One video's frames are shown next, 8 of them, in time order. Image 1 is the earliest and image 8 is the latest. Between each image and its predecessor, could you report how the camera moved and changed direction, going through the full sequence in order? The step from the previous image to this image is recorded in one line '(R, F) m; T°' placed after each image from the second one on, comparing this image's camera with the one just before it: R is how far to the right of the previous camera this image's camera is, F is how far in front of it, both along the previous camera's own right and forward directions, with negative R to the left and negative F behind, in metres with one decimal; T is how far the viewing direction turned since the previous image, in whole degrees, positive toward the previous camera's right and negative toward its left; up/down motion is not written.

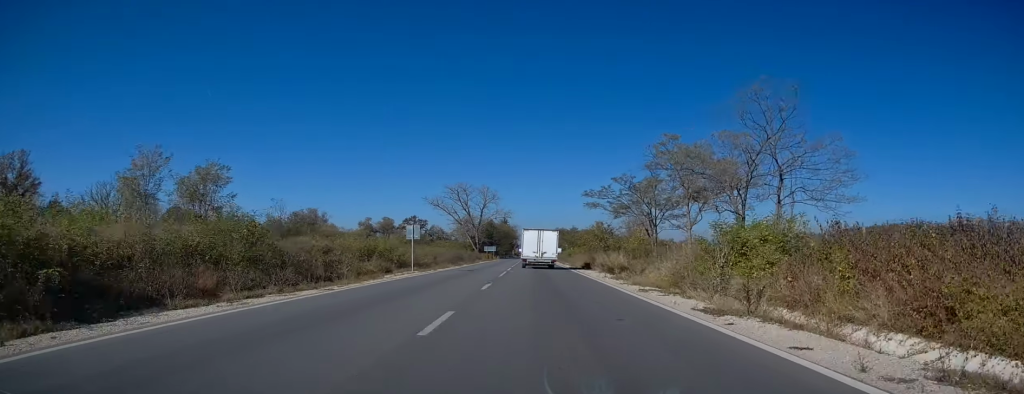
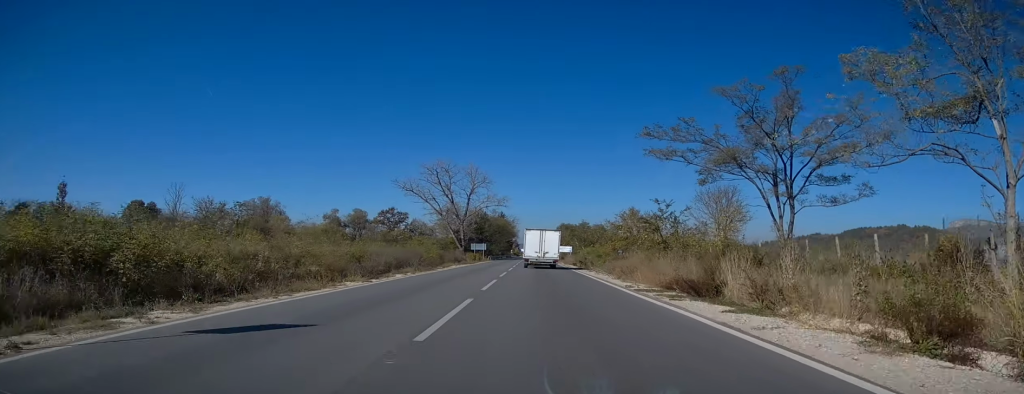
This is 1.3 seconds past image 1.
(-0.2, +28.3) m; 0°
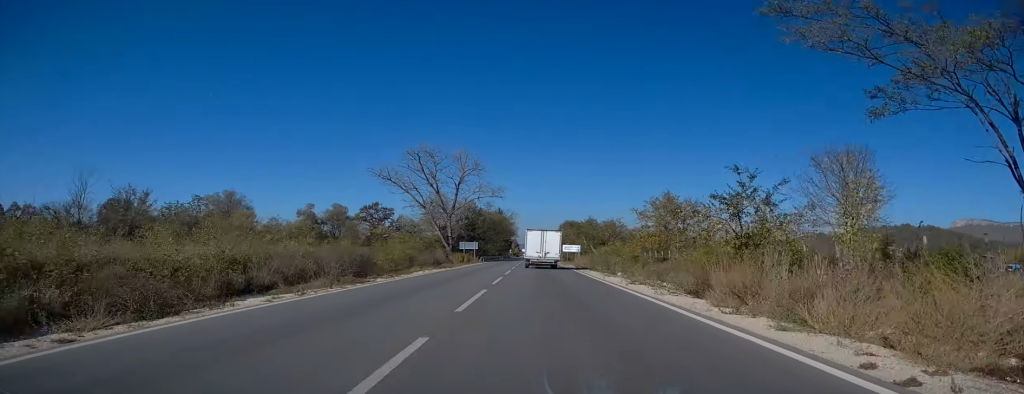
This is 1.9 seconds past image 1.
(+0.1, +14.1) m; 0°
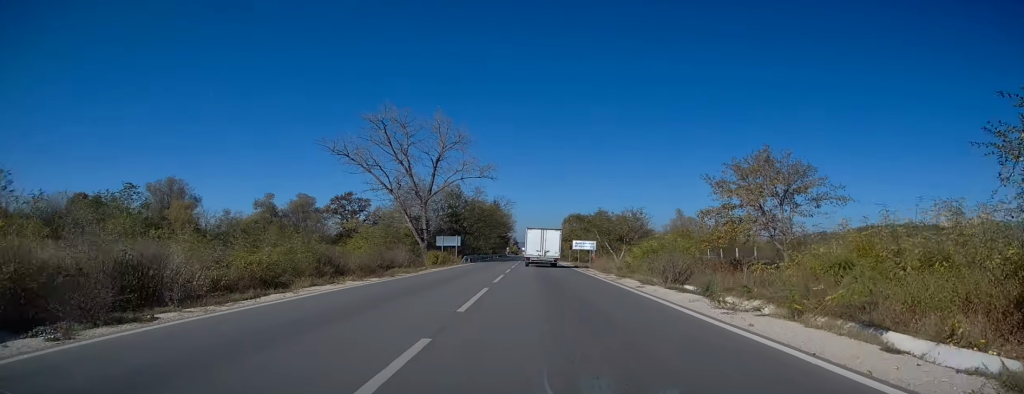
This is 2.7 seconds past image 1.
(+0.1, +18.4) m; 0°
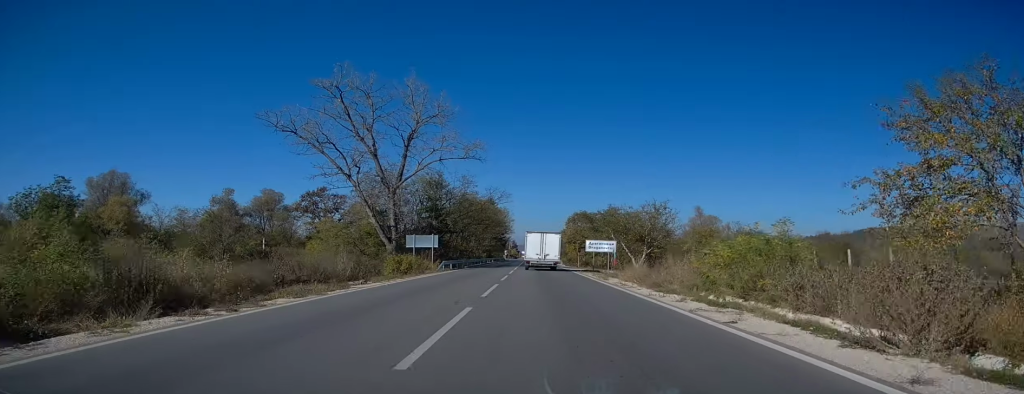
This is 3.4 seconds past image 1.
(-0.2, +13.9) m; 0°
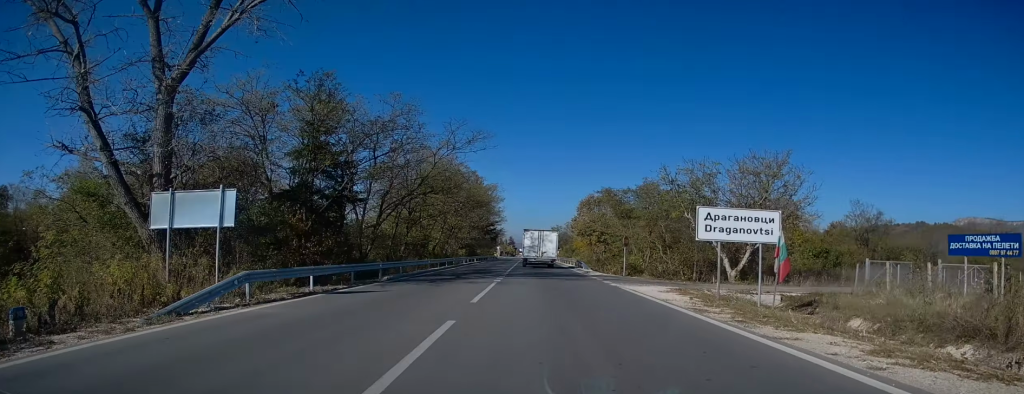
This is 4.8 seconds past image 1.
(+0.2, +30.7) m; 0°
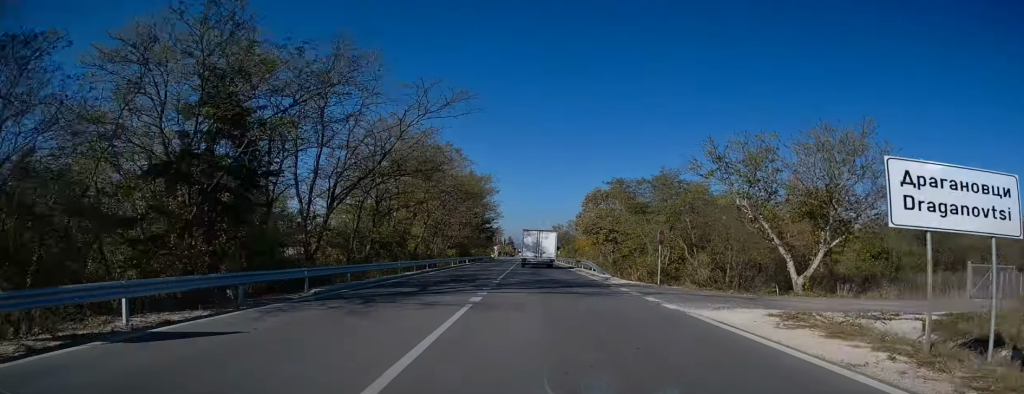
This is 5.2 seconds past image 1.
(0.0, +8.5) m; 0°
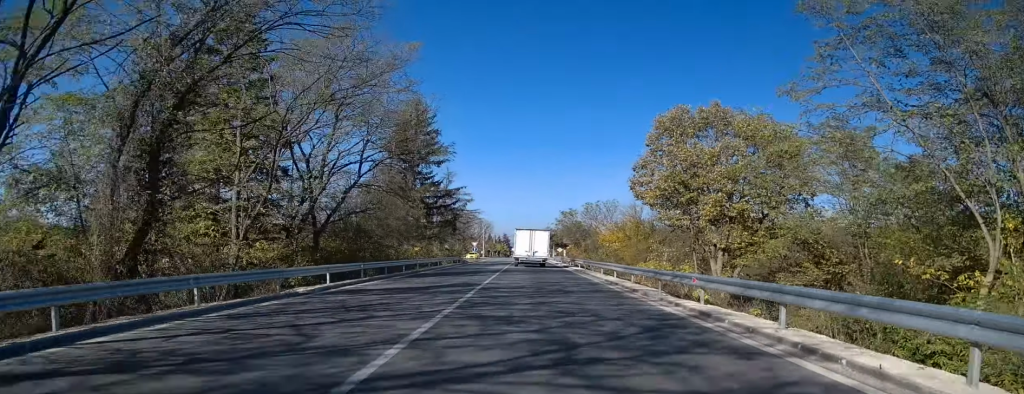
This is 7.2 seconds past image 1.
(-0.1, +42.1) m; 0°
